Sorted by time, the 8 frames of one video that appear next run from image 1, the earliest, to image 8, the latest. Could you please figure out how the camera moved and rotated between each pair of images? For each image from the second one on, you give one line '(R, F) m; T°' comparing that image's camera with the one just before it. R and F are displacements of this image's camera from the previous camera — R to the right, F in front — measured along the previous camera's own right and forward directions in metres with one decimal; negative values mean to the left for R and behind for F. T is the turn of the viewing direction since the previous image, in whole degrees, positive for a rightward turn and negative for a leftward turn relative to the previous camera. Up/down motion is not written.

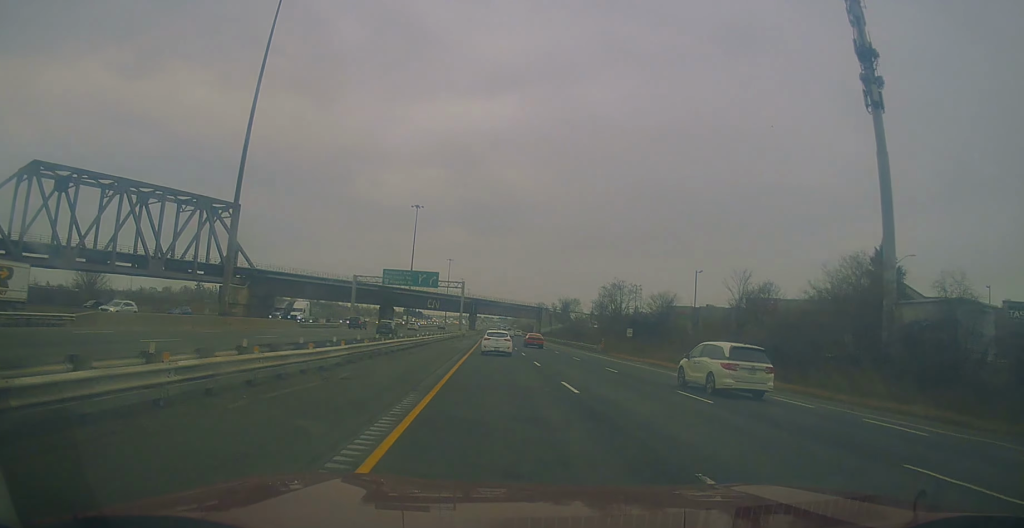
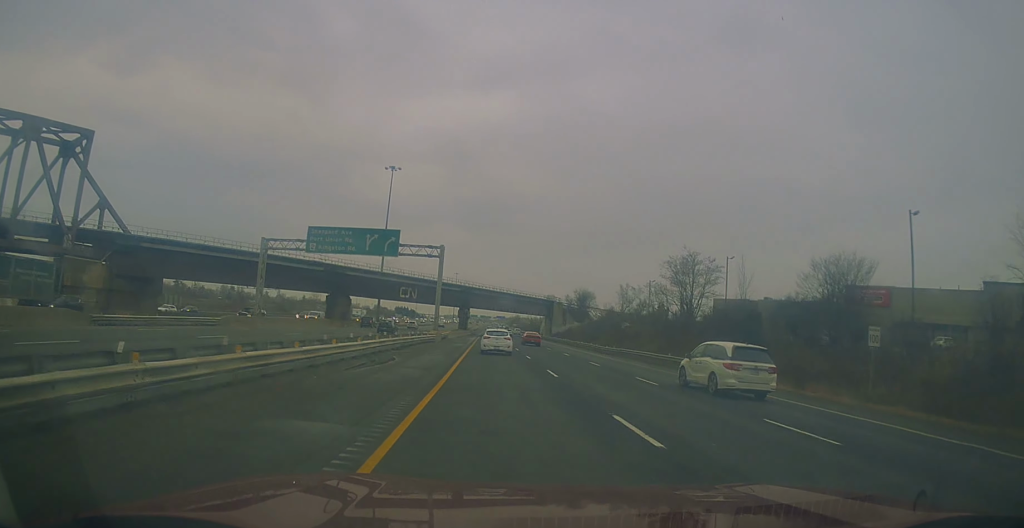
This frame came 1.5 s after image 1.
(+1.0, +41.2) m; +1°
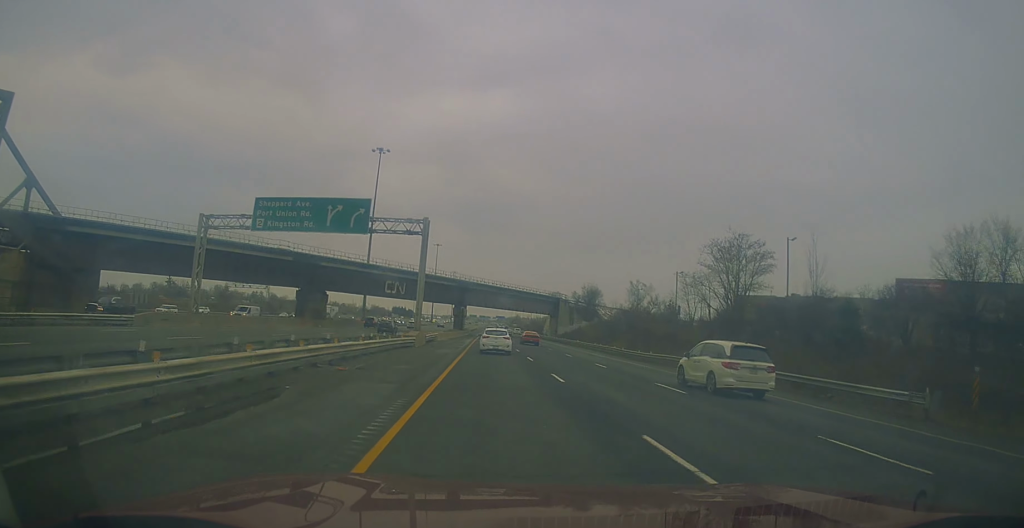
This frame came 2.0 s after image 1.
(-0.3, +14.2) m; -1°
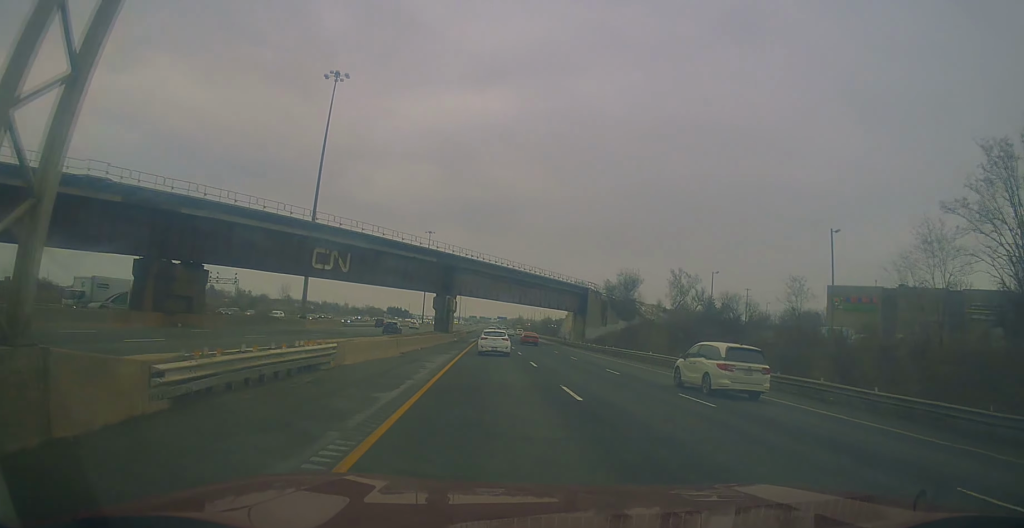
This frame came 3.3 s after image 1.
(-0.3, +38.8) m; 0°
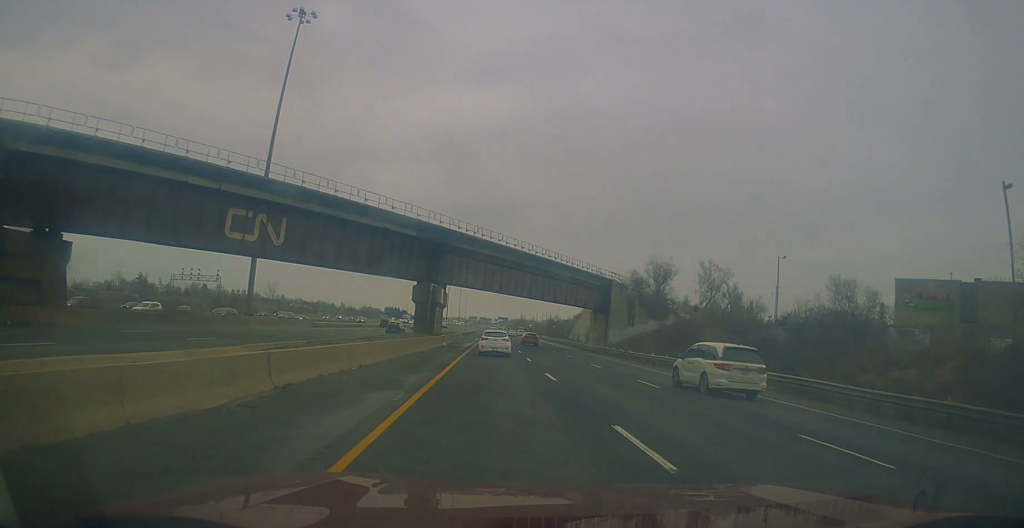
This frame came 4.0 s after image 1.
(0.0, +18.8) m; 0°
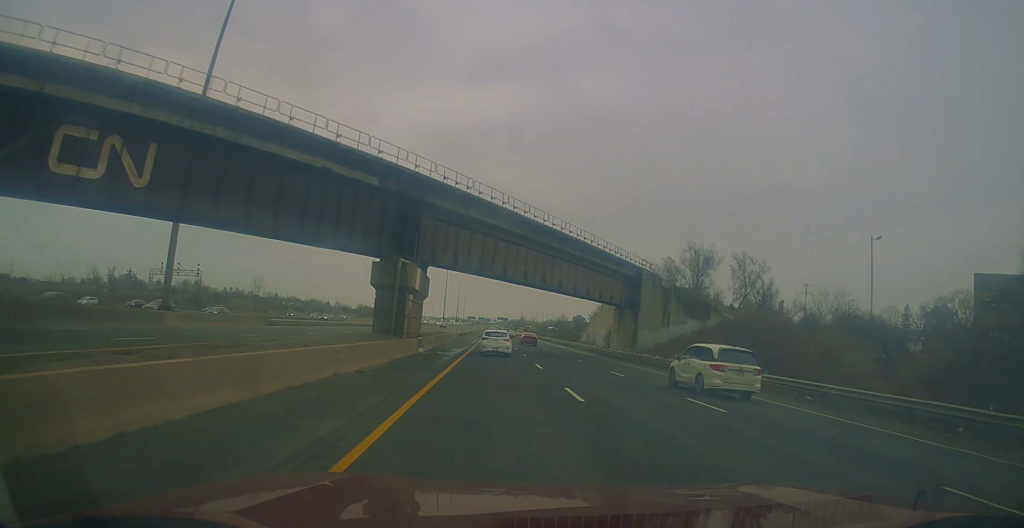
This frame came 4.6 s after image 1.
(0.0, +16.9) m; 0°
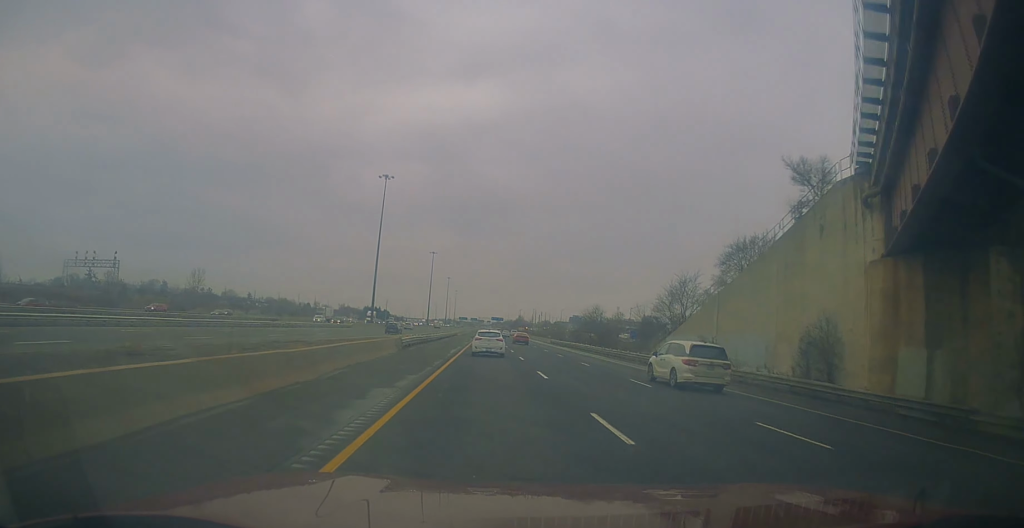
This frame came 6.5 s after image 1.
(+0.5, +52.5) m; +1°
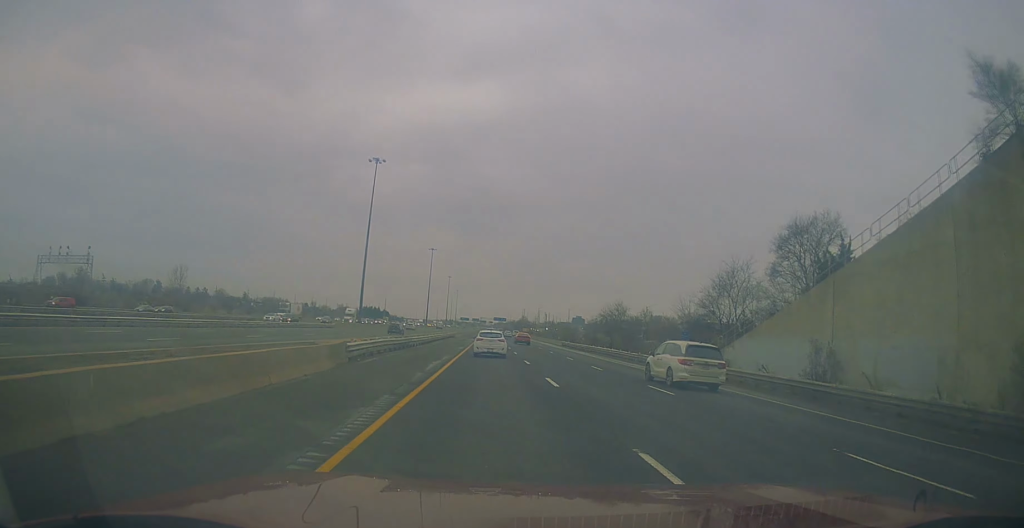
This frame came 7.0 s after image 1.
(+0.1, +15.0) m; 0°
